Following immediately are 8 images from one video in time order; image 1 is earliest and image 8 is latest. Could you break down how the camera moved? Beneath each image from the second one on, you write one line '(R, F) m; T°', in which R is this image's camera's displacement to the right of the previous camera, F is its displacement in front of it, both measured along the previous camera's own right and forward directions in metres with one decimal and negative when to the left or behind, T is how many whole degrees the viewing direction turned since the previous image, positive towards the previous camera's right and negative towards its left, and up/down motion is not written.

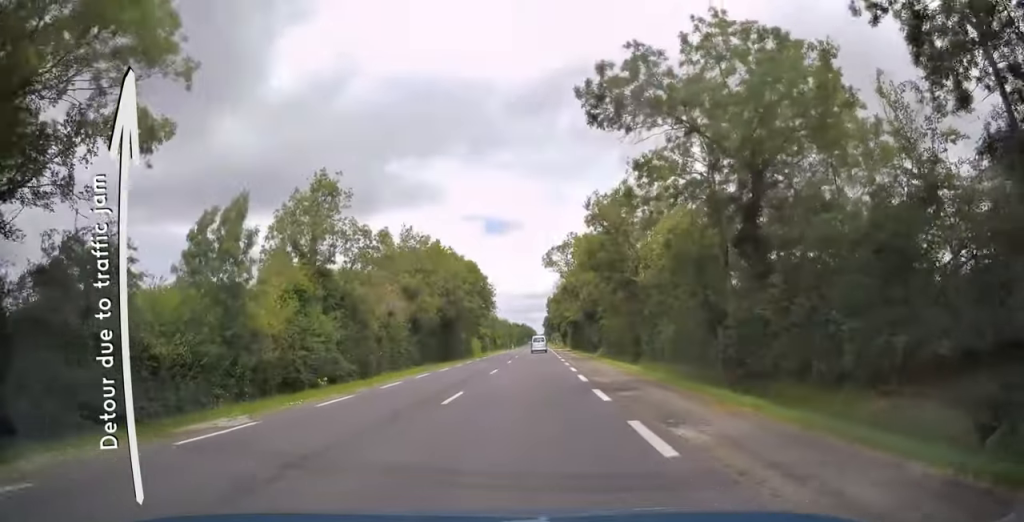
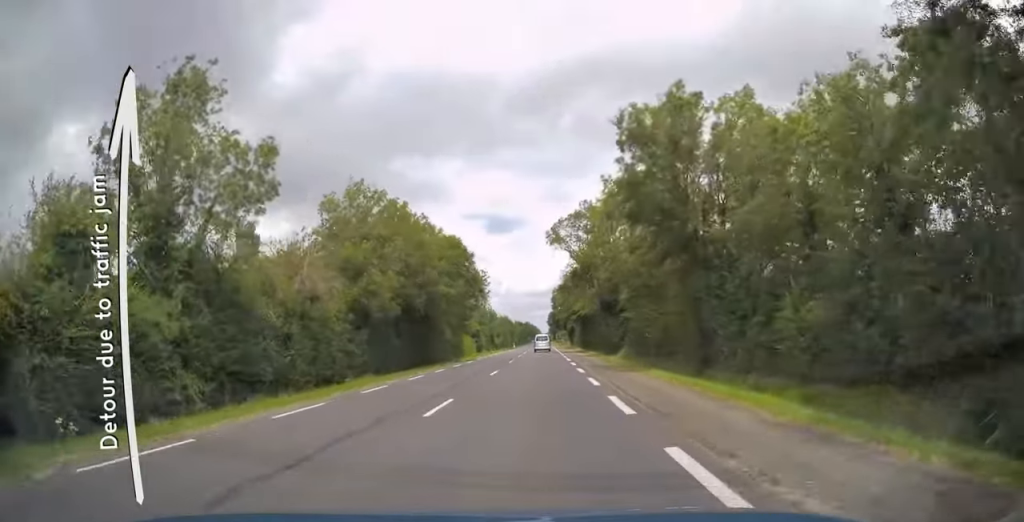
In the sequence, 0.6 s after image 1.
(0.0, +15.6) m; 0°
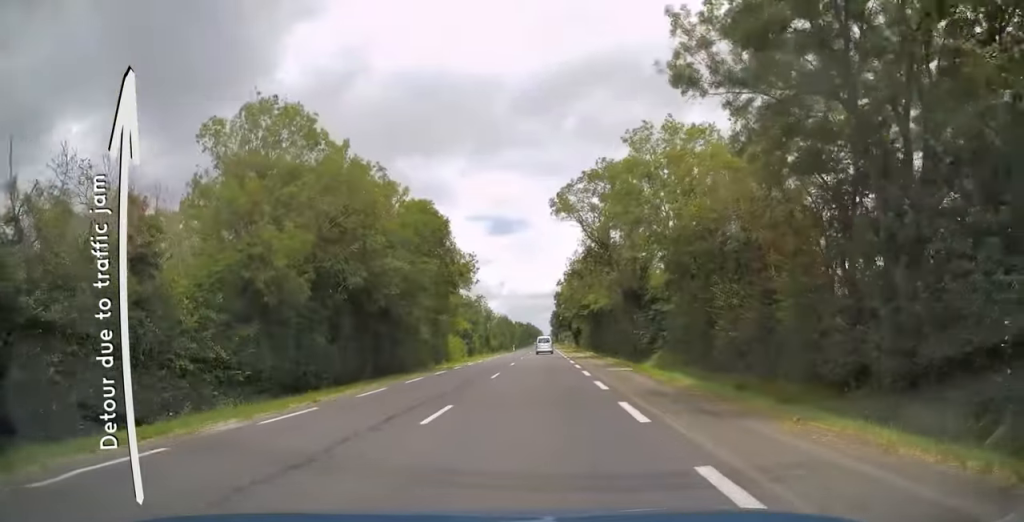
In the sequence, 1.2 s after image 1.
(0.0, +13.9) m; 0°
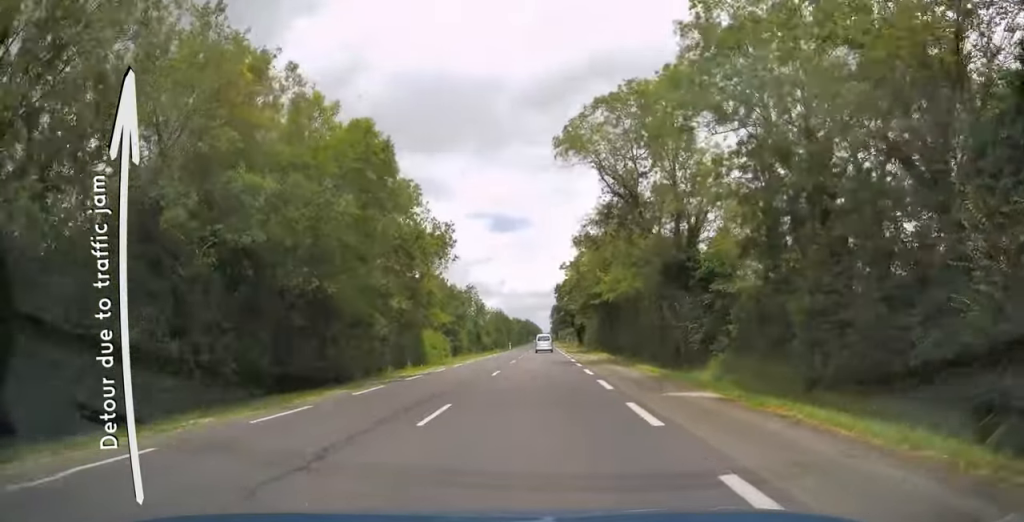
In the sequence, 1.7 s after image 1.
(0.0, +13.5) m; 0°
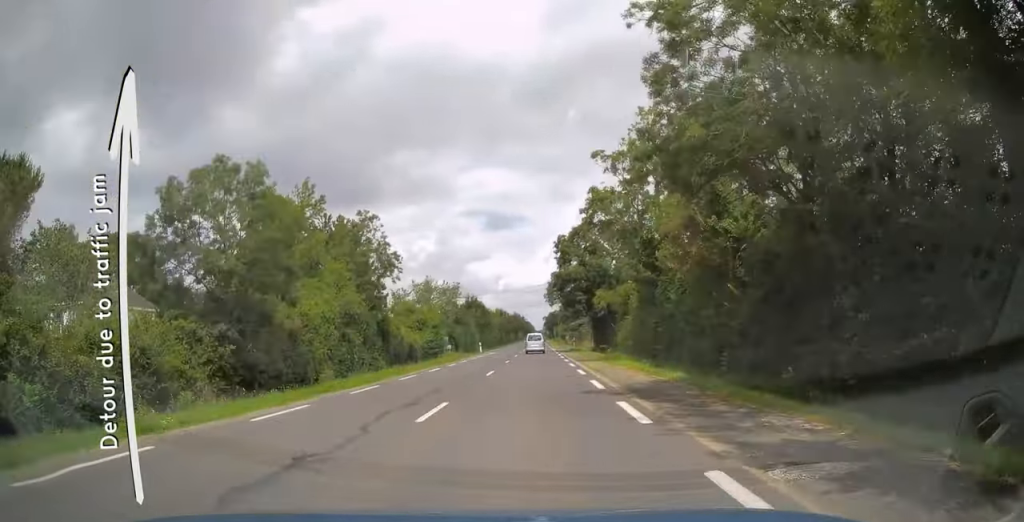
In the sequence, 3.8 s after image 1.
(+0.1, +51.1) m; 0°
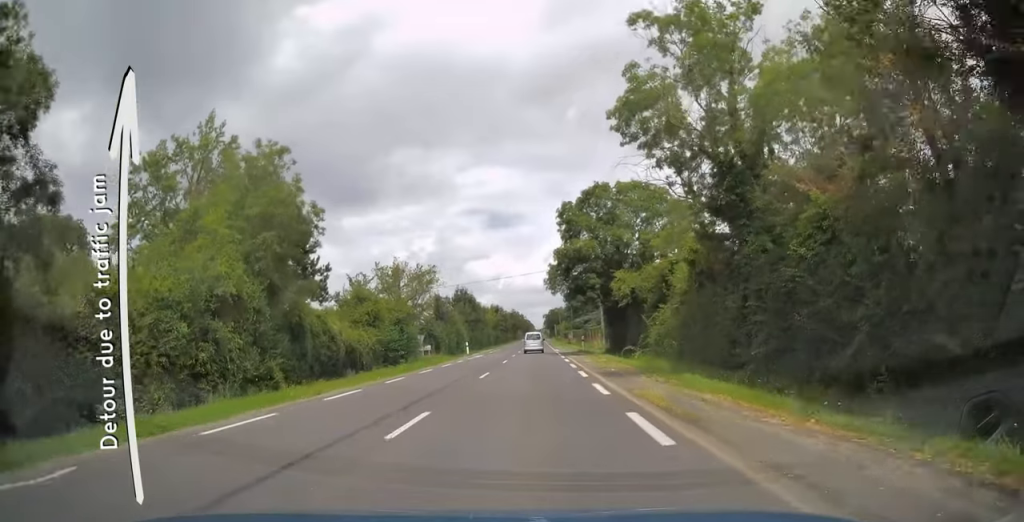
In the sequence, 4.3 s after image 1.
(+0.1, +14.7) m; 0°
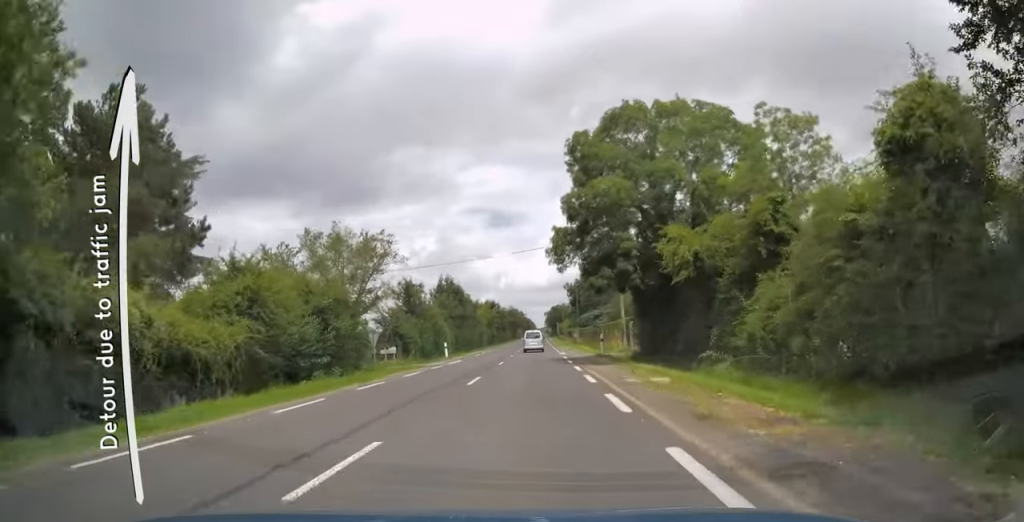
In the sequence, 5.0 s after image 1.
(0.0, +16.3) m; 0°
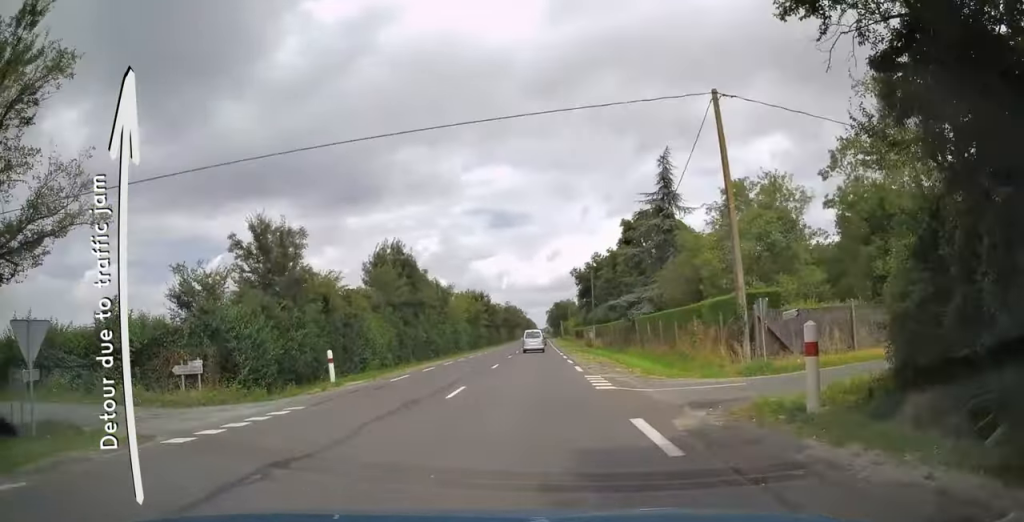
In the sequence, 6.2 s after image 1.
(-0.1, +29.8) m; 0°
